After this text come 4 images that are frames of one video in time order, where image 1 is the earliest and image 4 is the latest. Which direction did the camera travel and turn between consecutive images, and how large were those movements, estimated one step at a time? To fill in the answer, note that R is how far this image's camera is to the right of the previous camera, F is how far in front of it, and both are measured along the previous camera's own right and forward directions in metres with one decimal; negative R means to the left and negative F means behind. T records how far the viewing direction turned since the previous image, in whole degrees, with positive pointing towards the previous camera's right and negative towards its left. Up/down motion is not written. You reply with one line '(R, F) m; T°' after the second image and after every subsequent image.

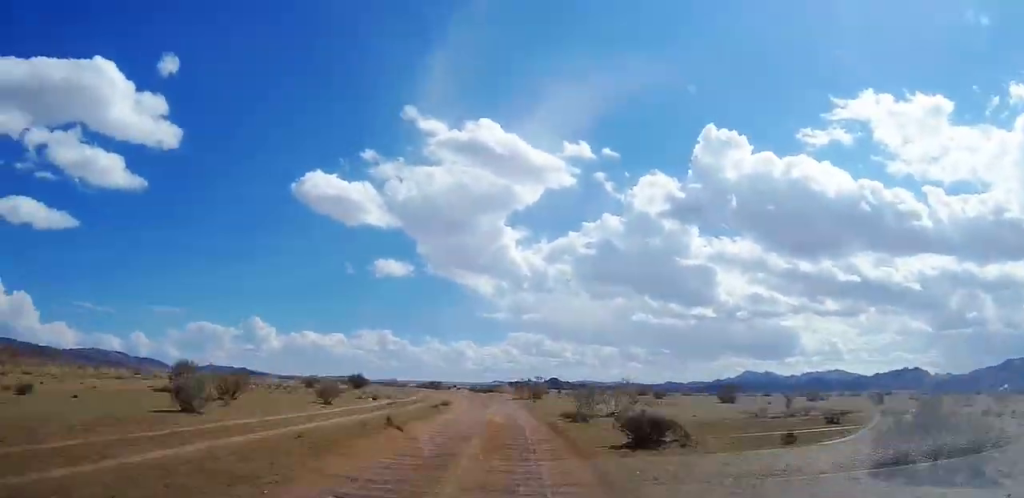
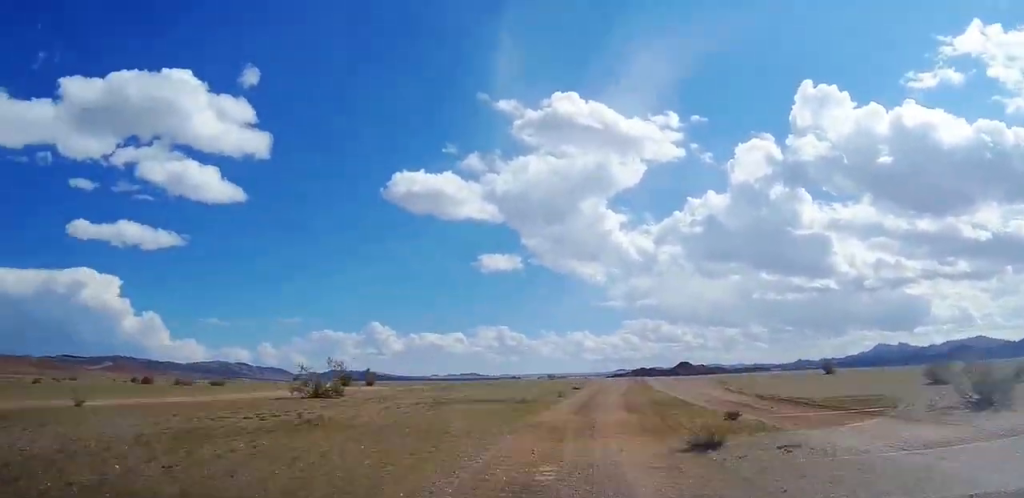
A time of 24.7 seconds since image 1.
(+8.6, +277.3) m; +1°
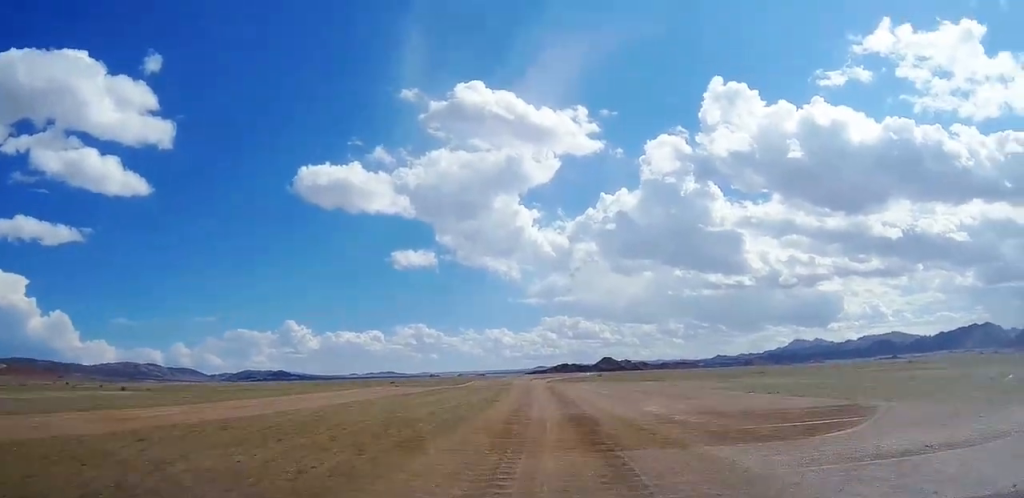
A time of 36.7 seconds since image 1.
(-2.3, +148.6) m; -1°
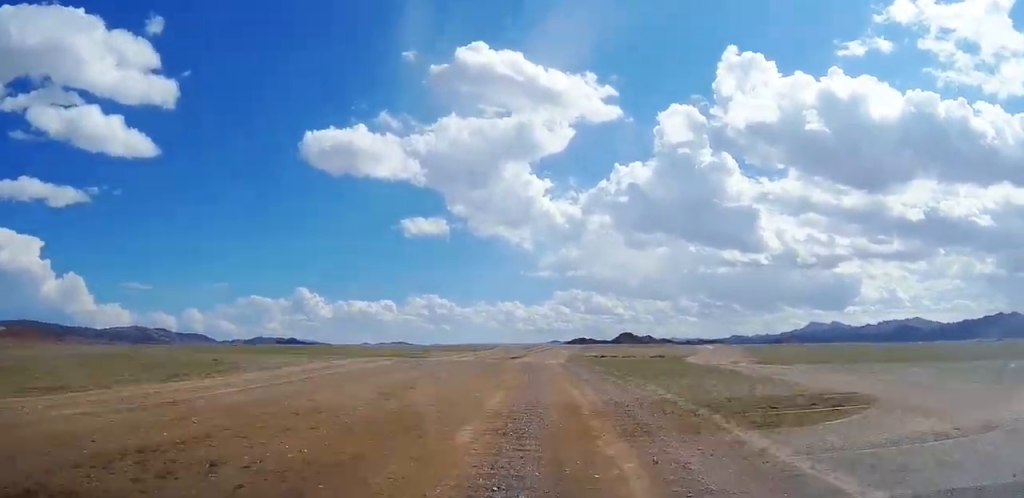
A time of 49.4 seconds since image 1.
(+1.7, +139.5) m; +2°
